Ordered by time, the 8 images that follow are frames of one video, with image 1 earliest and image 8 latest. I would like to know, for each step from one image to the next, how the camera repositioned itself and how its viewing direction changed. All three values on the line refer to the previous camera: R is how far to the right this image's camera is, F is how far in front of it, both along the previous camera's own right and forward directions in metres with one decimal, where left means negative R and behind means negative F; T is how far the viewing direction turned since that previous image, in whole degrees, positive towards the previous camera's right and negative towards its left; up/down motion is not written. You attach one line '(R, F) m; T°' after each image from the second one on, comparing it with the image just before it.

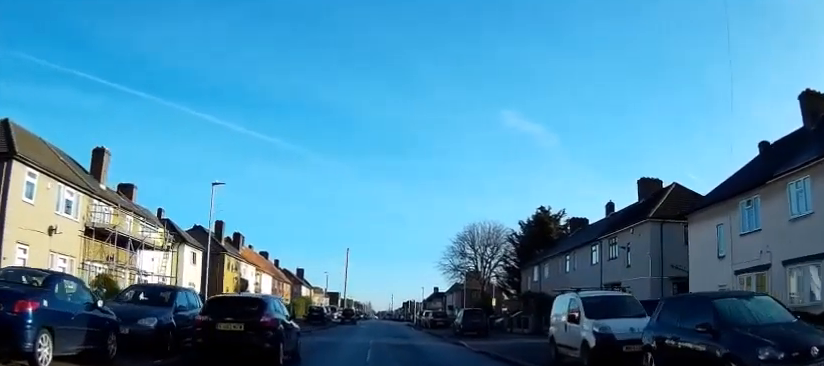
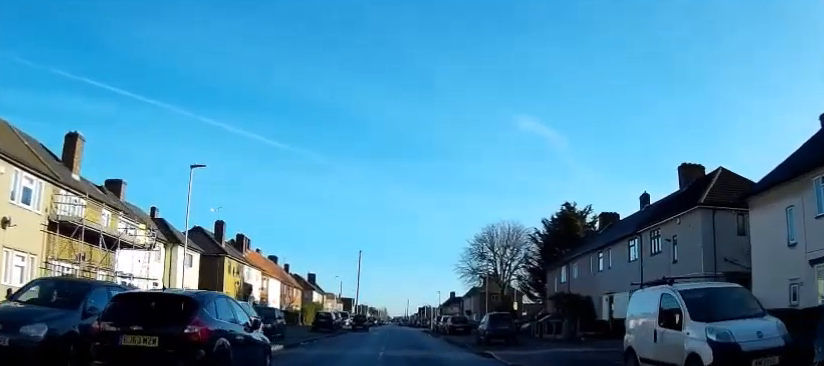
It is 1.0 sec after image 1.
(0.0, +6.0) m; 0°
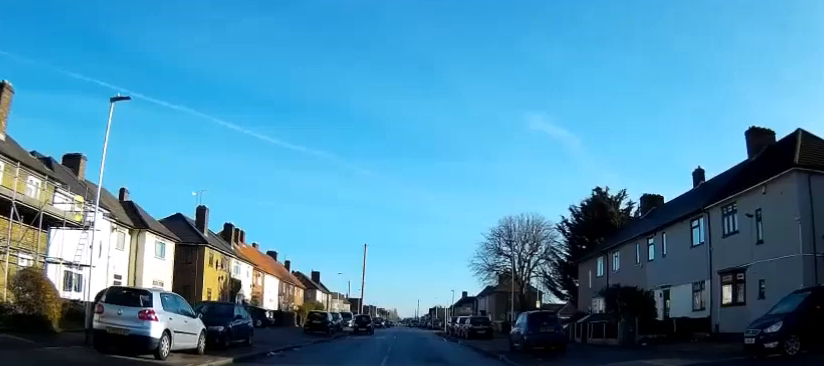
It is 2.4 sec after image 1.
(0.0, +9.2) m; 0°
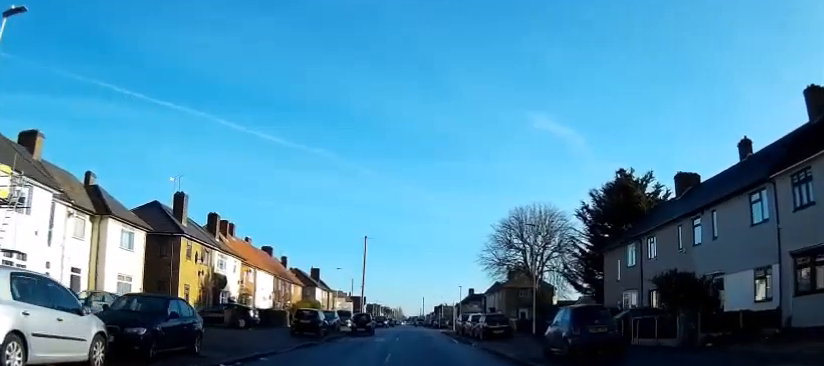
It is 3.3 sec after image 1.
(0.0, +6.0) m; 0°
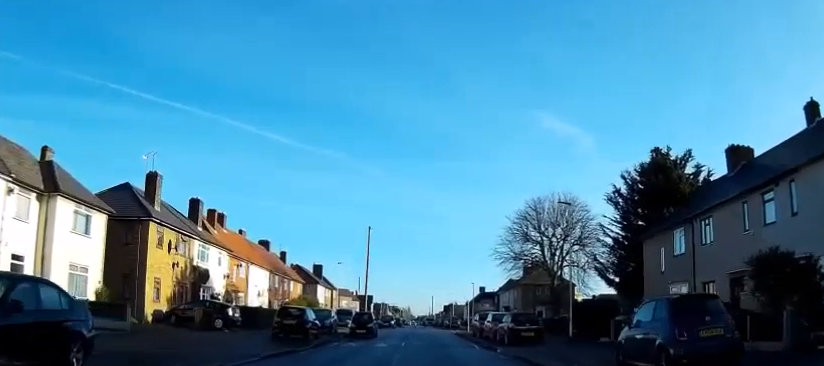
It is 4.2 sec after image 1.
(0.0, +6.7) m; 0°
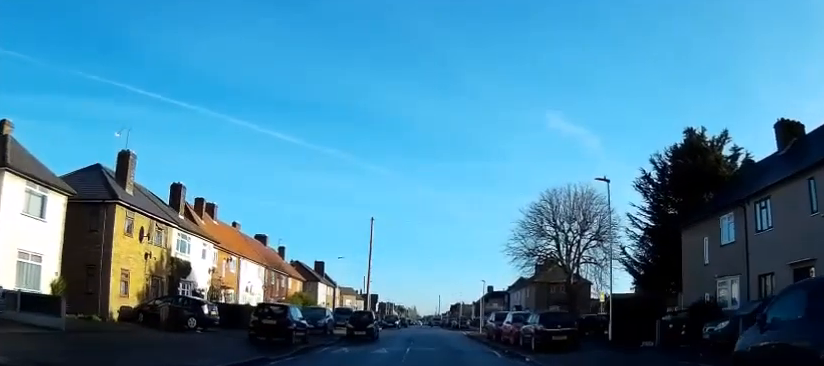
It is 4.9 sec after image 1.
(0.0, +5.1) m; 0°
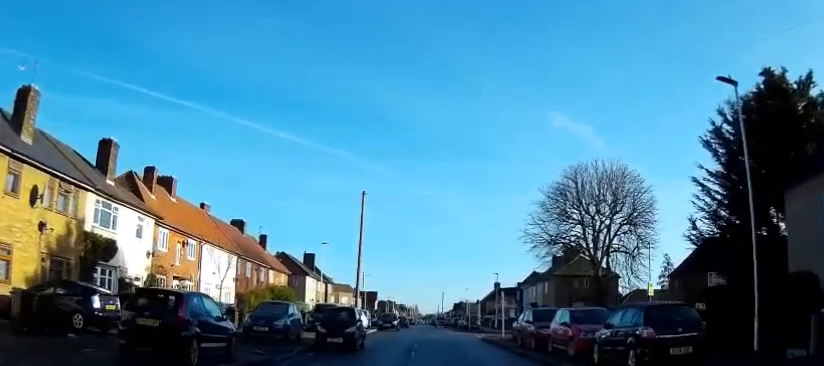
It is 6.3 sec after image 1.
(0.0, +10.3) m; 0°
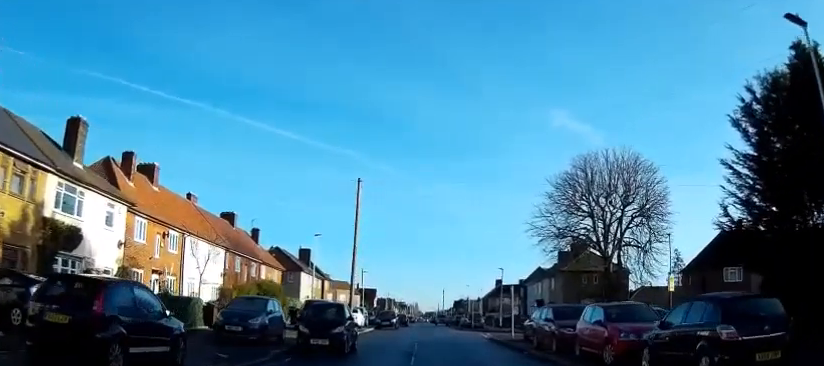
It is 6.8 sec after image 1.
(0.0, +3.3) m; 0°
